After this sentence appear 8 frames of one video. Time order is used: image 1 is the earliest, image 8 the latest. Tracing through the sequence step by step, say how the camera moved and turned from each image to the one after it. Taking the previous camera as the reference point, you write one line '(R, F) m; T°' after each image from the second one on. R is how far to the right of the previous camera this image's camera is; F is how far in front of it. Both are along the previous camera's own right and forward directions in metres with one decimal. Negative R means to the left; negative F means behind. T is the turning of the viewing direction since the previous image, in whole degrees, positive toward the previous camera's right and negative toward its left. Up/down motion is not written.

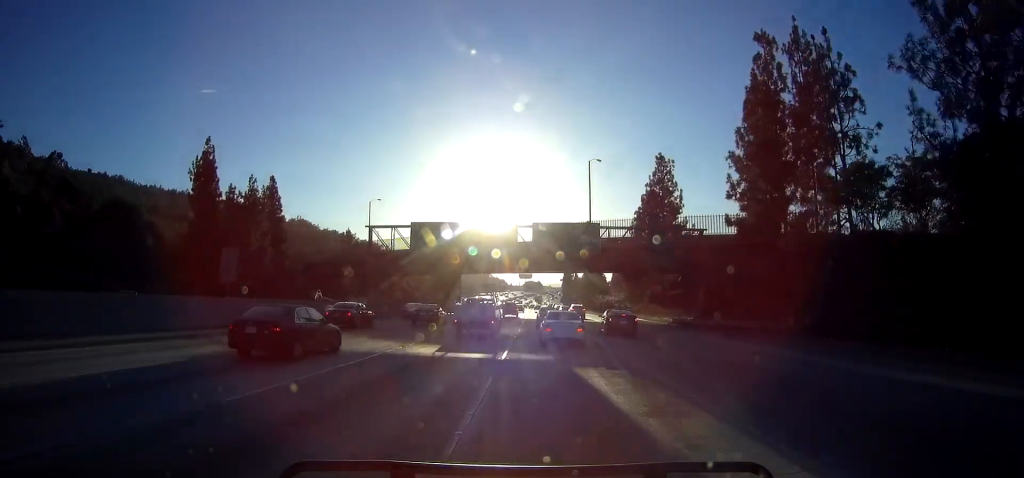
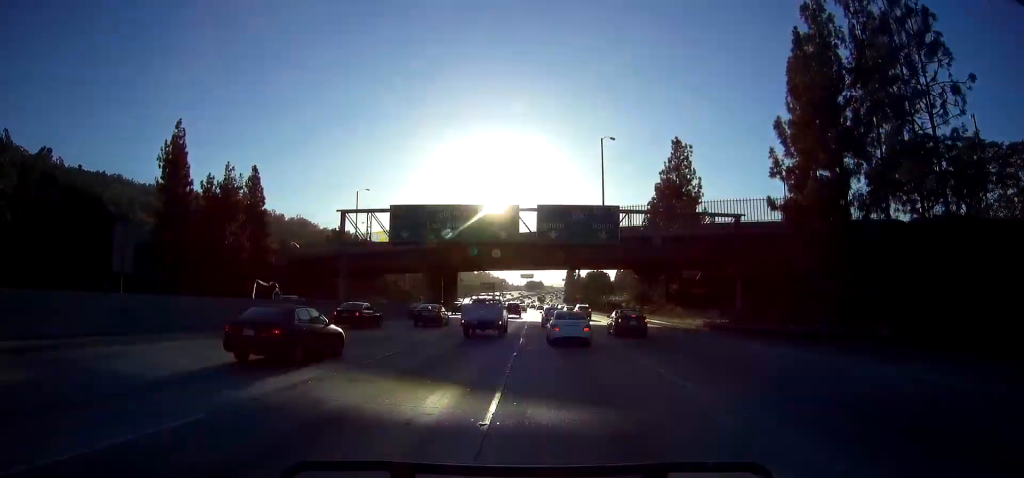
(0.0, +8.3) m; 0°
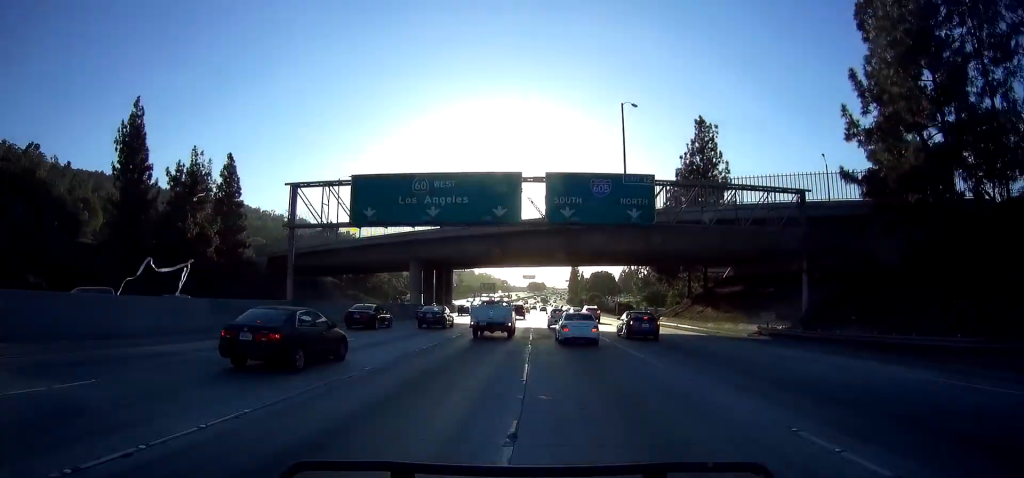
(0.0, +10.0) m; 0°
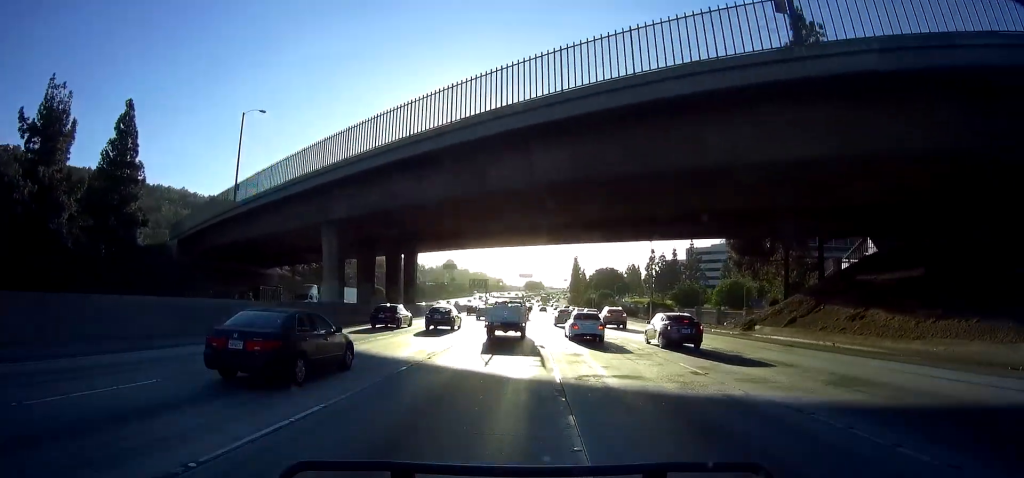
(+0.1, +27.8) m; +1°
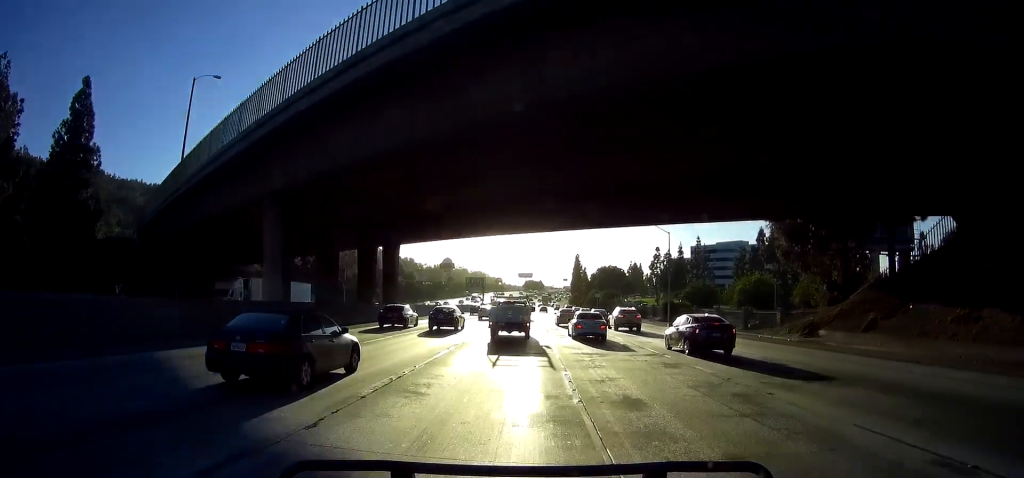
(0.0, +9.0) m; 0°
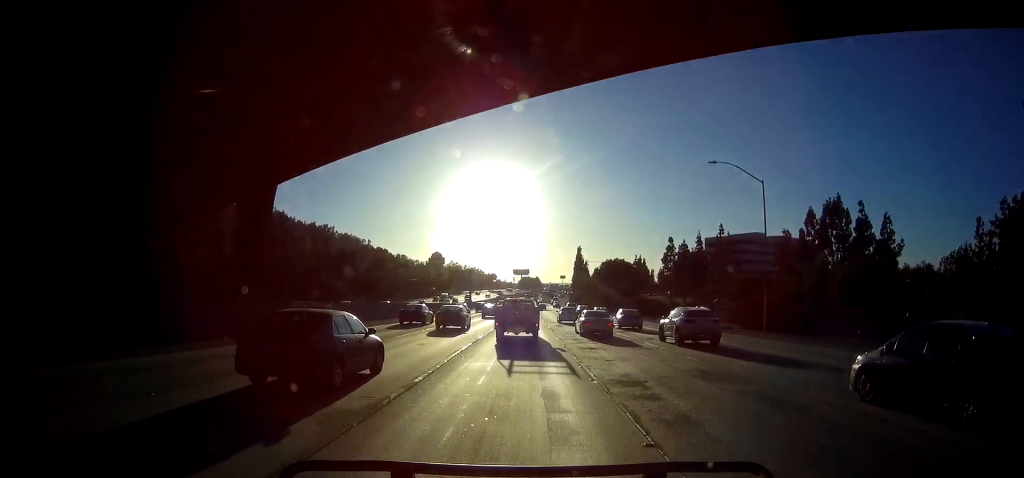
(-0.7, +26.5) m; -1°
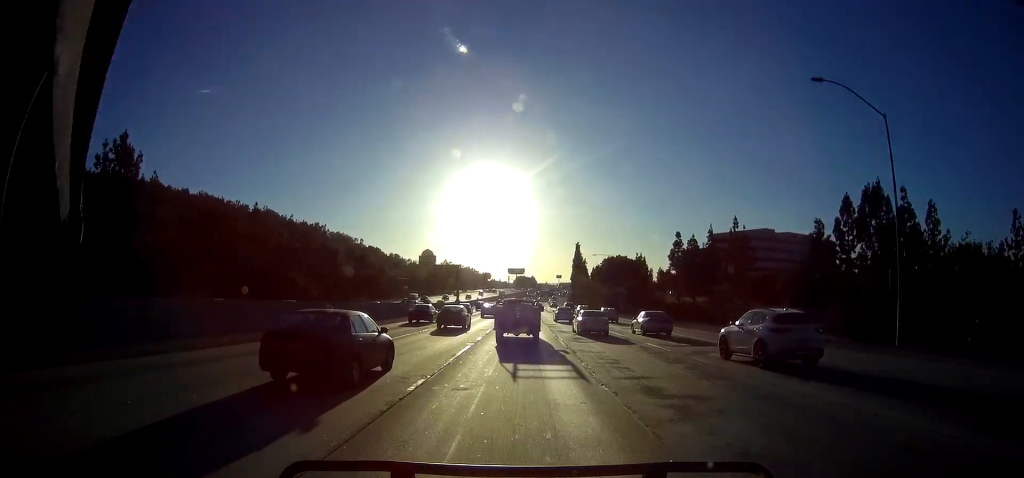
(+0.5, +15.2) m; +1°
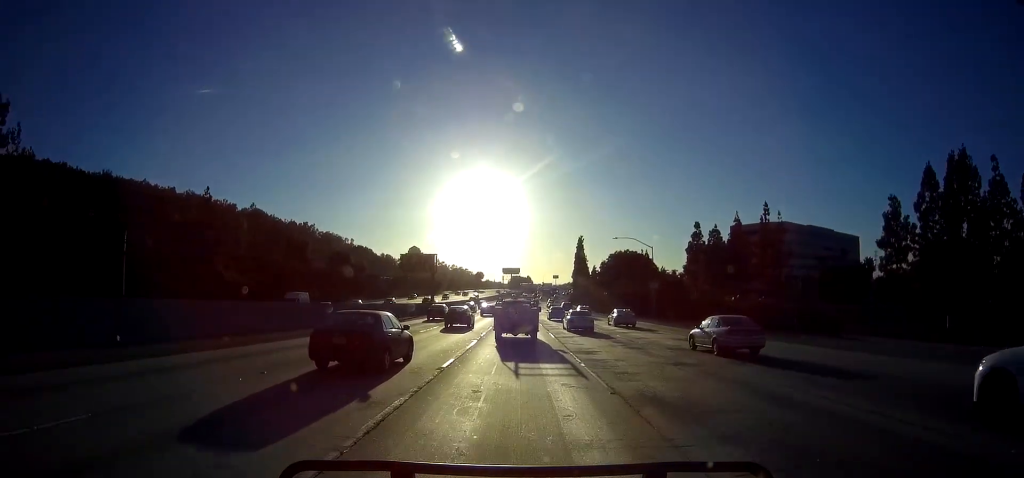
(0.0, +24.4) m; 0°
